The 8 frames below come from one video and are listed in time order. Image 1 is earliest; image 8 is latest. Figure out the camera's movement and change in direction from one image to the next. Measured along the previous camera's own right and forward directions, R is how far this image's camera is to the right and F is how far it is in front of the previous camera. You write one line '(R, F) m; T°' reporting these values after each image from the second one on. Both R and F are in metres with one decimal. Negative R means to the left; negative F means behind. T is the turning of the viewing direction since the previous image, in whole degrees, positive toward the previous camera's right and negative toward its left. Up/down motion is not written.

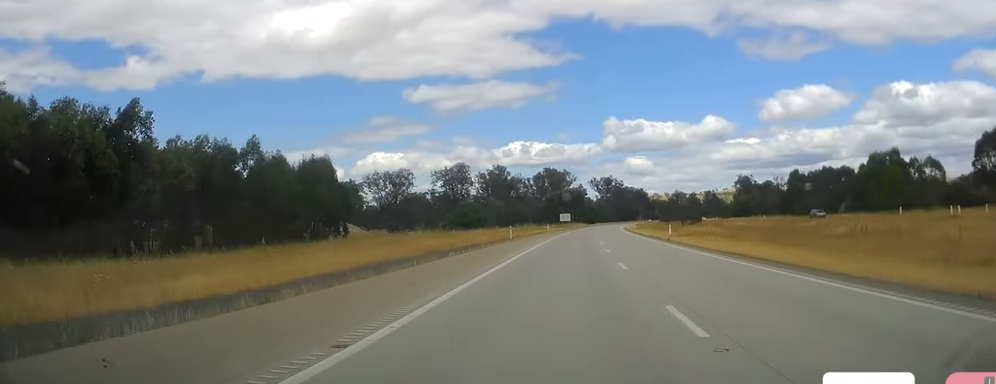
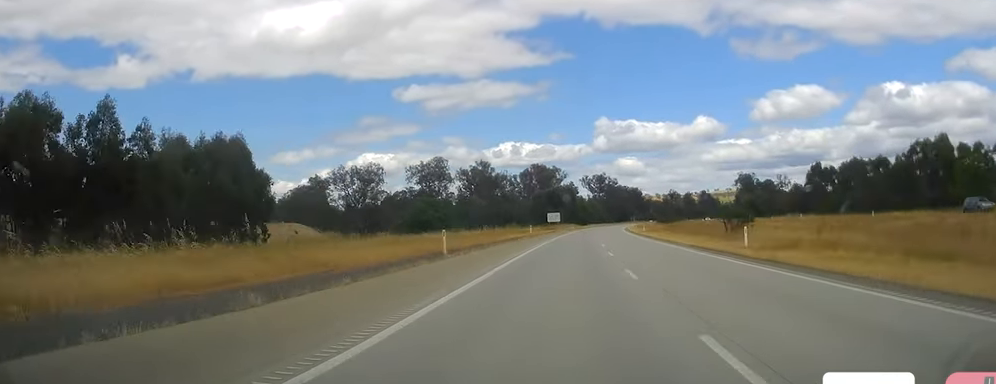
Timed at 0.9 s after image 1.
(-0.2, +26.8) m; 0°
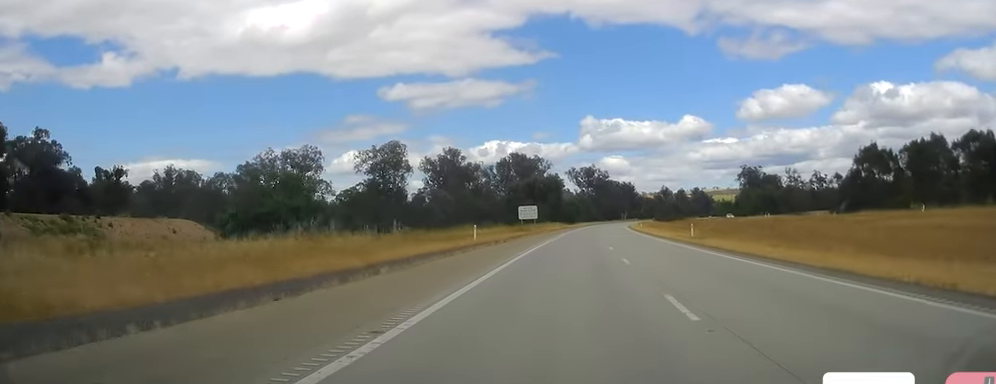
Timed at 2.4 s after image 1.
(+0.6, +43.2) m; +2°
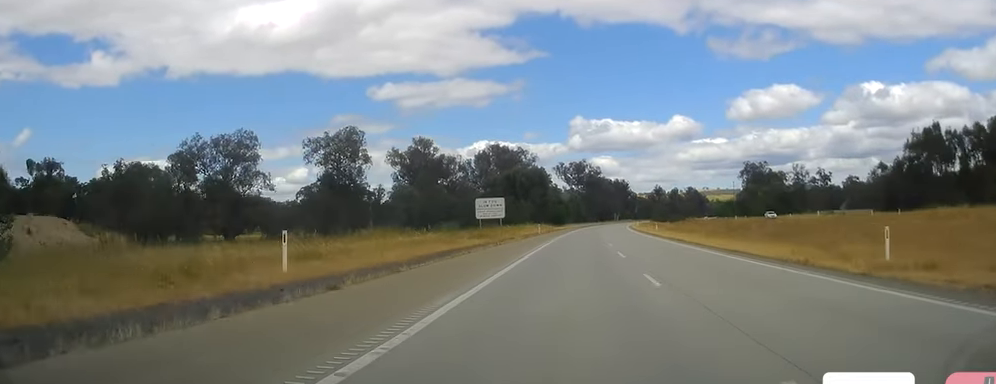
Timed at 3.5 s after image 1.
(+0.2, +30.8) m; 0°
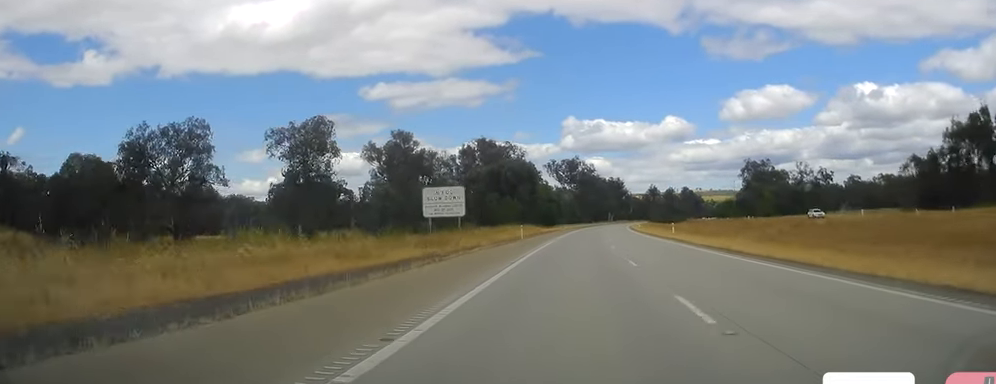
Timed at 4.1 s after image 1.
(-0.1, +17.3) m; 0°
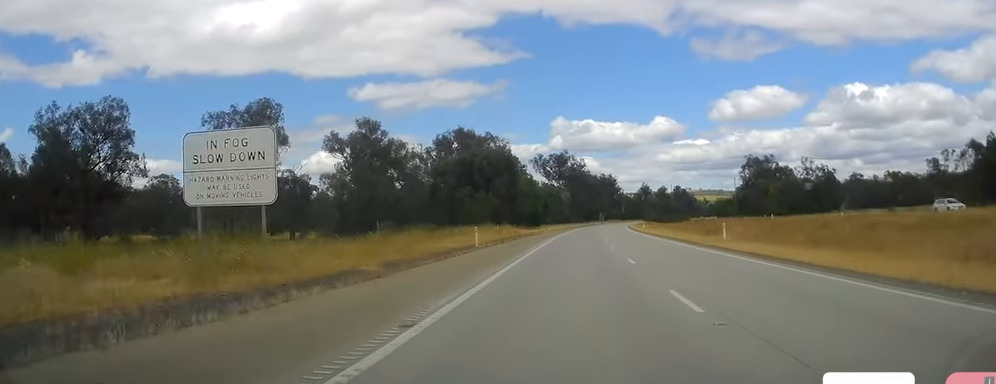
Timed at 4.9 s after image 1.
(+0.2, +23.0) m; +1°
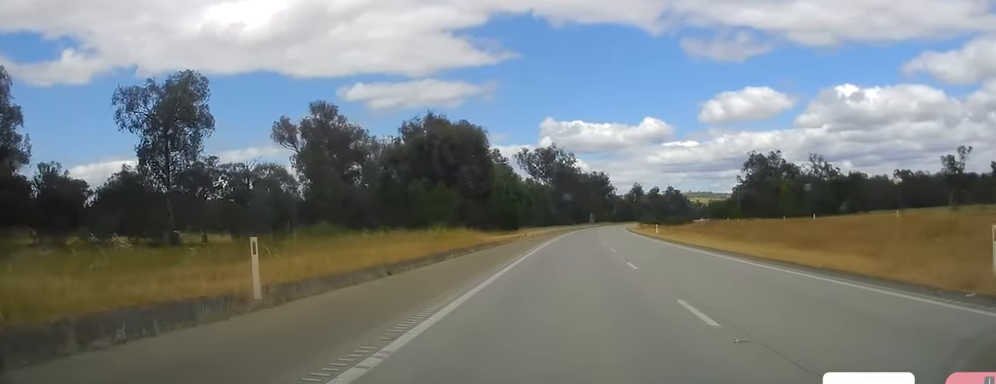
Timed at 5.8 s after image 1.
(+0.3, +25.0) m; +1°
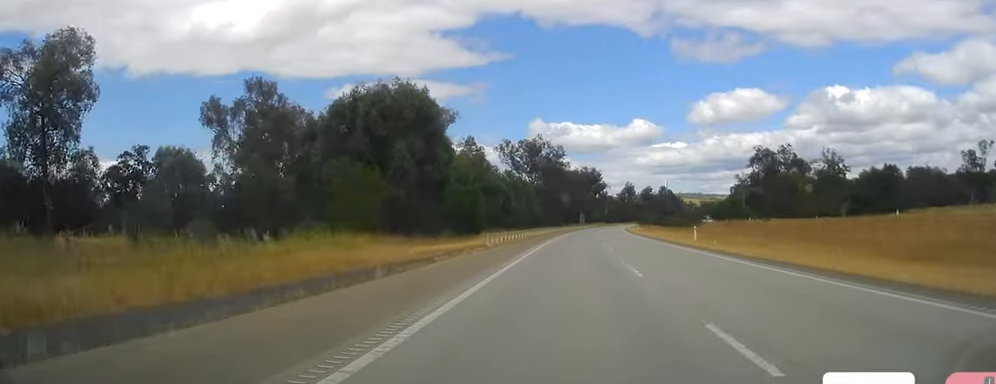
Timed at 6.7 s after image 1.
(+0.3, +26.9) m; +1°
